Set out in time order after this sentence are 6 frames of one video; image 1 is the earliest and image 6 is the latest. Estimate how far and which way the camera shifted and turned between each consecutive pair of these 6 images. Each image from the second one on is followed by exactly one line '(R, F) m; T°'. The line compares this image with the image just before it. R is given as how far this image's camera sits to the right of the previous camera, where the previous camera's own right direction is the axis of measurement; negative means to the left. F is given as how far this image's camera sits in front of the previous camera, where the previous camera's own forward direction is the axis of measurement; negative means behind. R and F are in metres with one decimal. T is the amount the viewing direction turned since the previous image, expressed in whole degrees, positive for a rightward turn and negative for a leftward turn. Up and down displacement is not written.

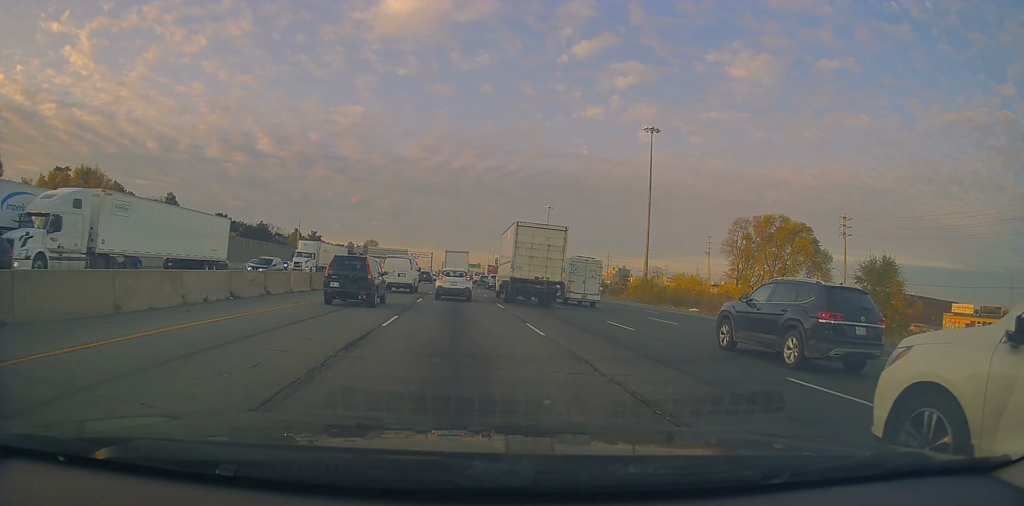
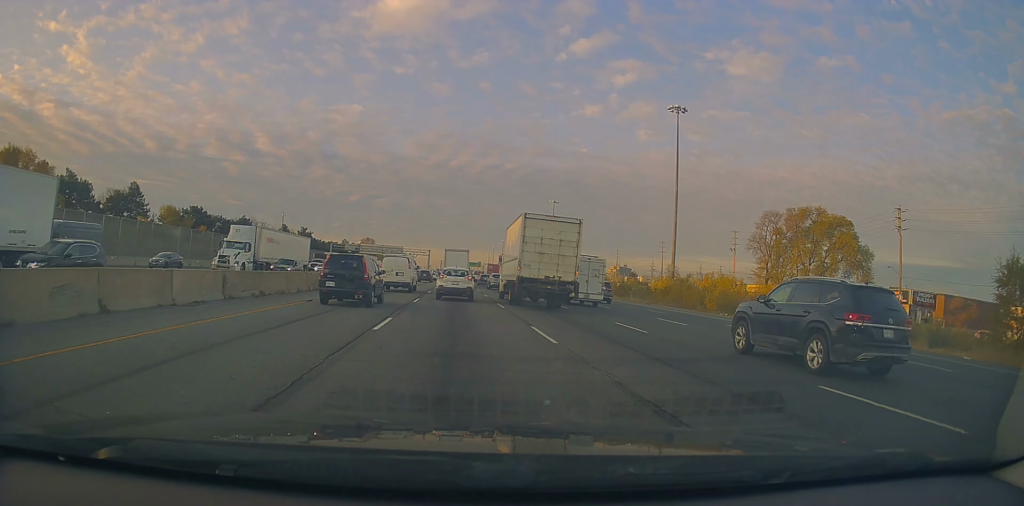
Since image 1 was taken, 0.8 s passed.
(-0.1, +12.8) m; 0°
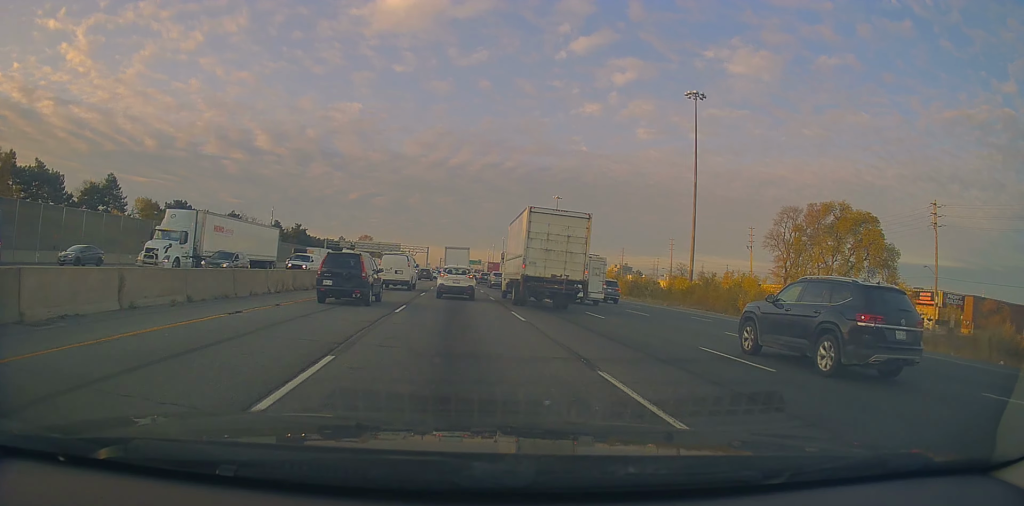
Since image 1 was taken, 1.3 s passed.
(-0.1, +7.1) m; 0°
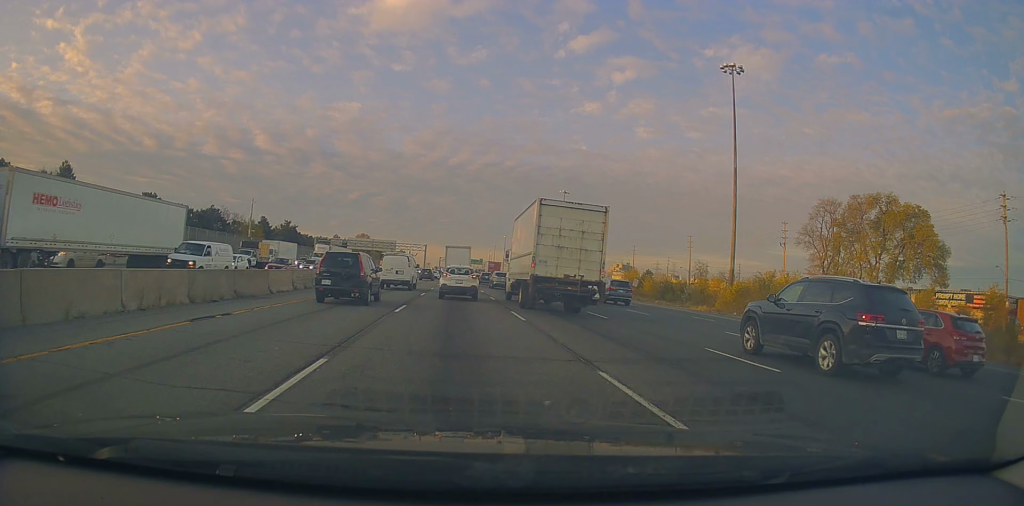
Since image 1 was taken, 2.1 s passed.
(+0.2, +12.2) m; 0°
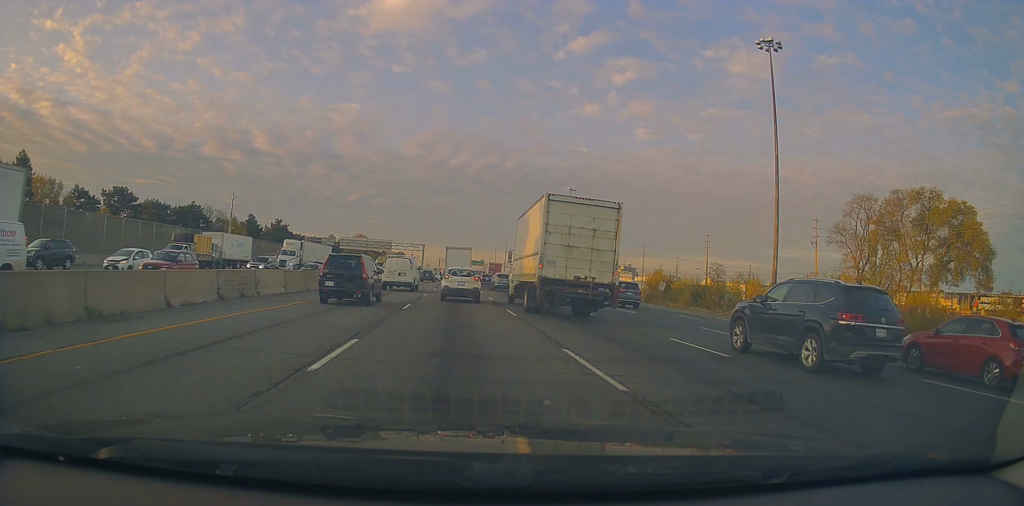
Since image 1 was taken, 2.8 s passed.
(-0.1, +9.7) m; 0°
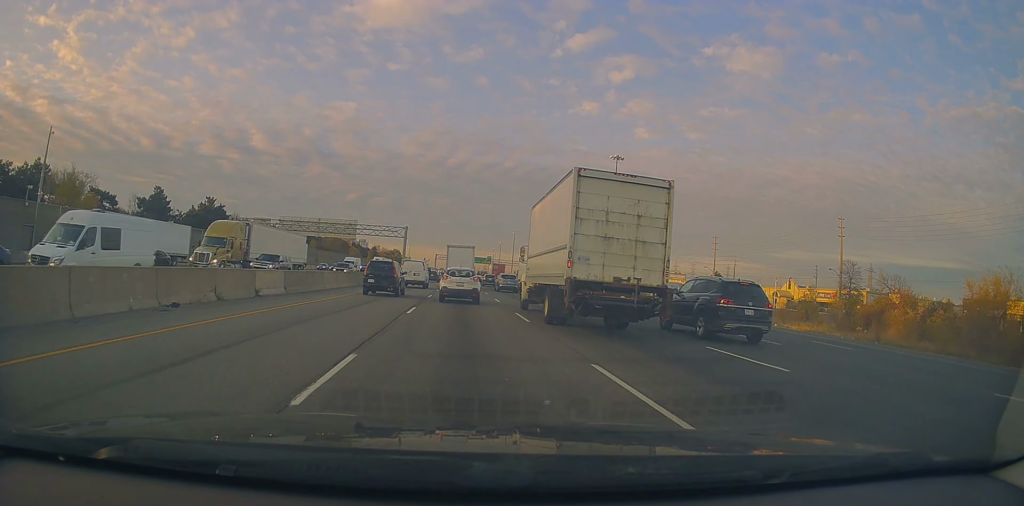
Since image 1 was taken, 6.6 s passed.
(+0.5, +48.7) m; +2°
